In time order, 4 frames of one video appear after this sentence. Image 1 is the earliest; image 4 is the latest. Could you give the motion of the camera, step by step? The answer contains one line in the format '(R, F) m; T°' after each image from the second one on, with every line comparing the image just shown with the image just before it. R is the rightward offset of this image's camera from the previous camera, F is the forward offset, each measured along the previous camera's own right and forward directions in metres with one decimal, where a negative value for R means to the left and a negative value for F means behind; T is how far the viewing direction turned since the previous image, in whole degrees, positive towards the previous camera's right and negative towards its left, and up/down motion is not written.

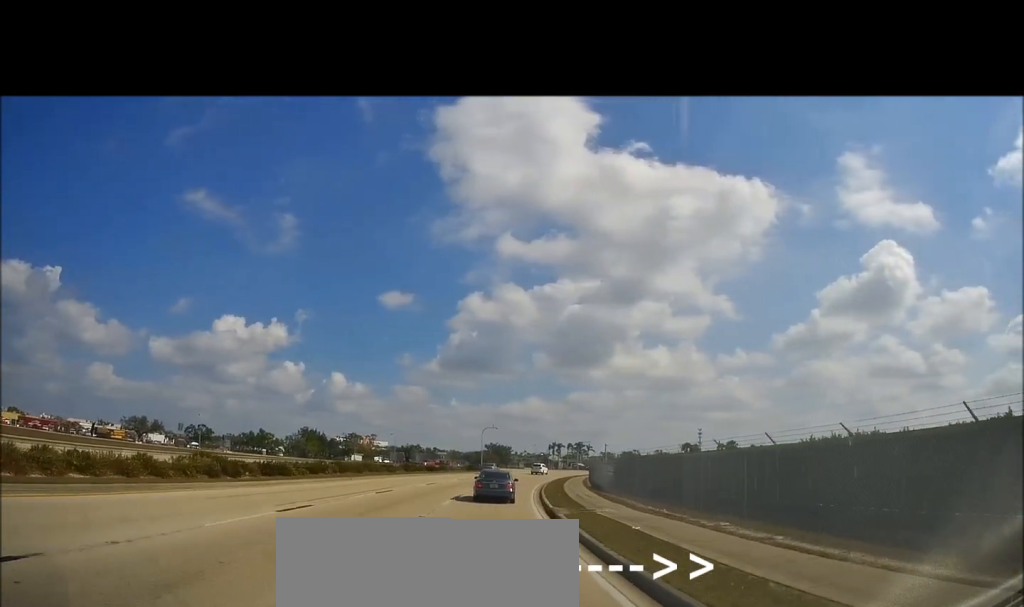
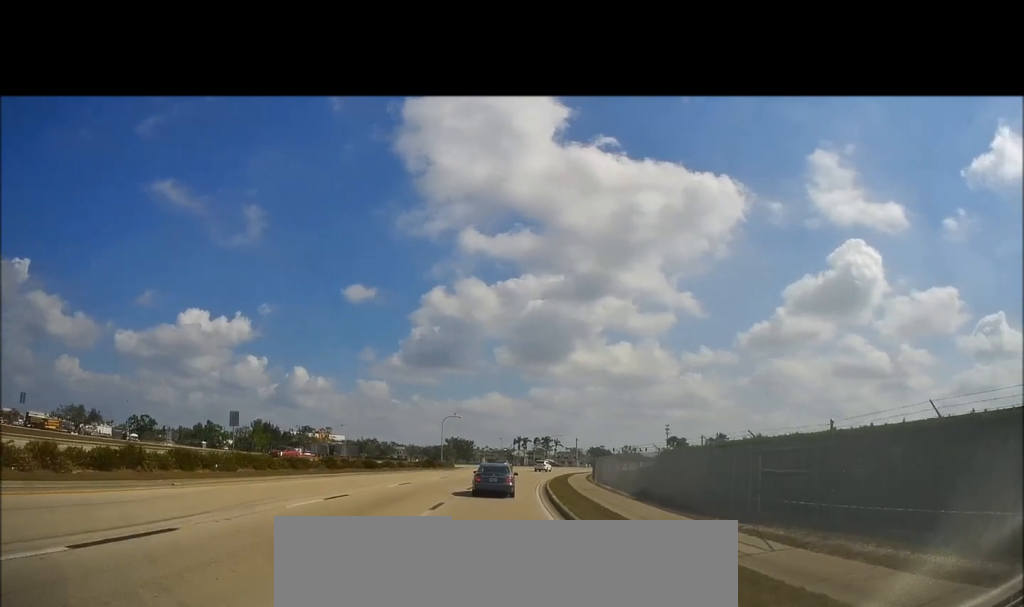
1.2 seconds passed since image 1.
(+1.0, +20.3) m; +7°
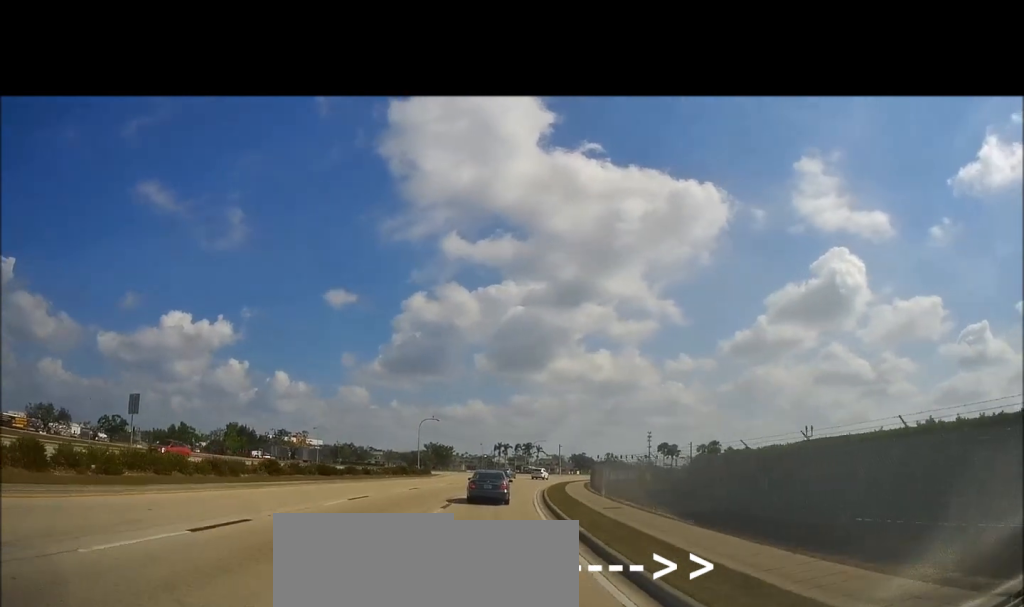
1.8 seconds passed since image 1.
(+0.3, +8.8) m; +2°
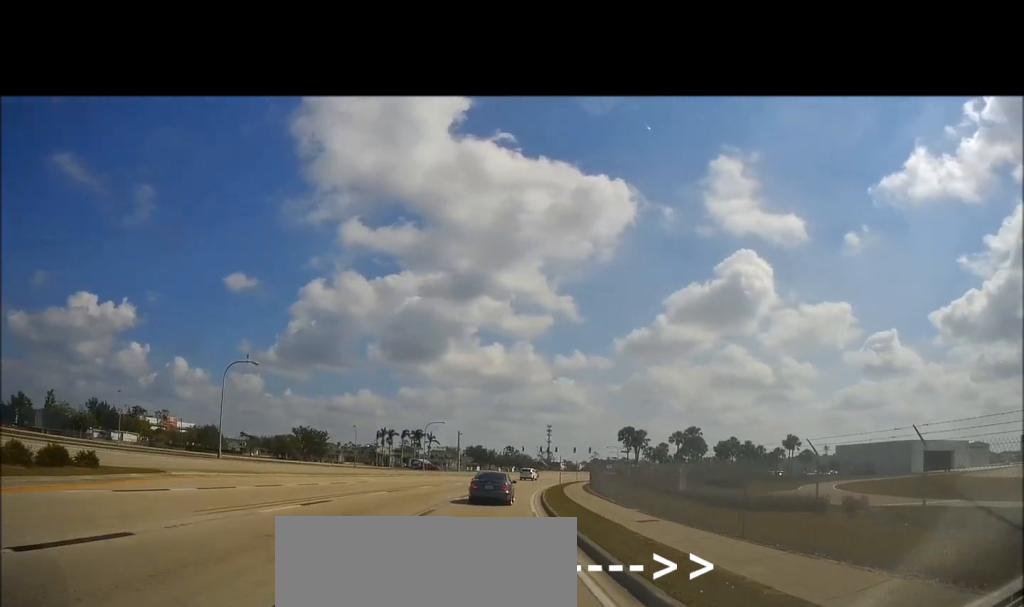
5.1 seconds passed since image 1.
(+4.1, +53.6) m; +9°
